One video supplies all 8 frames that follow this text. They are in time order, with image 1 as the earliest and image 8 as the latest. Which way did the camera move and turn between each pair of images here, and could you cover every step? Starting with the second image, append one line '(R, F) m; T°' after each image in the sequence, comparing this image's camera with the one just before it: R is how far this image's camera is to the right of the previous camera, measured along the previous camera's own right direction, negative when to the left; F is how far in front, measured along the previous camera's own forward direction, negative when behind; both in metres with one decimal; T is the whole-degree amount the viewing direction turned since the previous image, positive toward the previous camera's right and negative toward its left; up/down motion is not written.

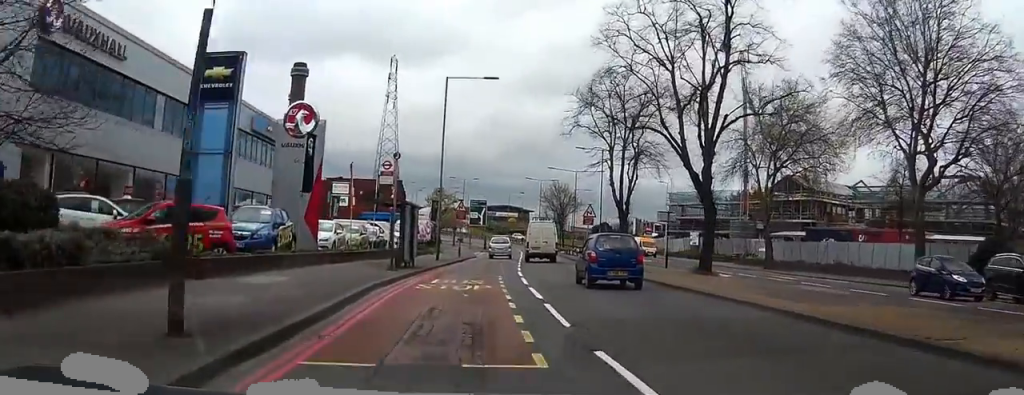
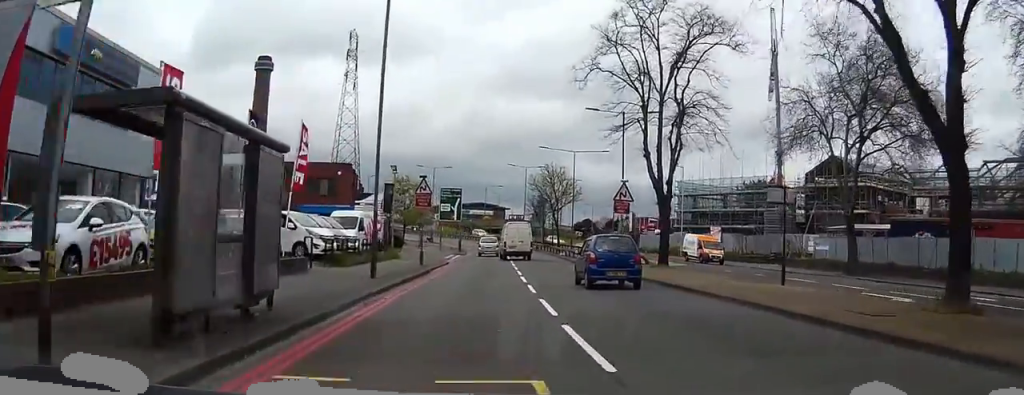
(+0.4, +19.2) m; +2°
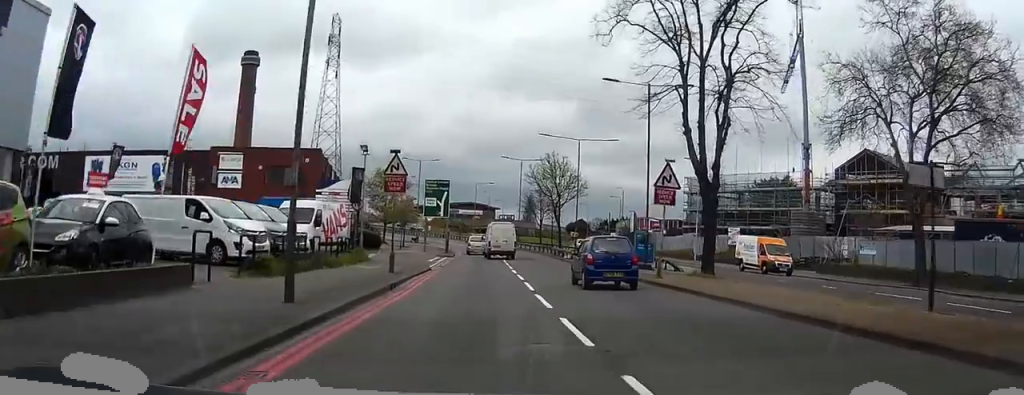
(+0.1, +9.2) m; +1°
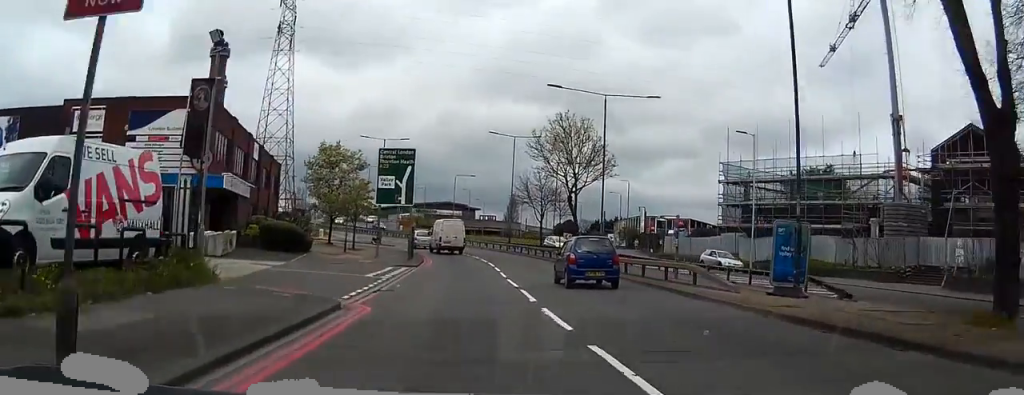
(+0.5, +20.4) m; +1°
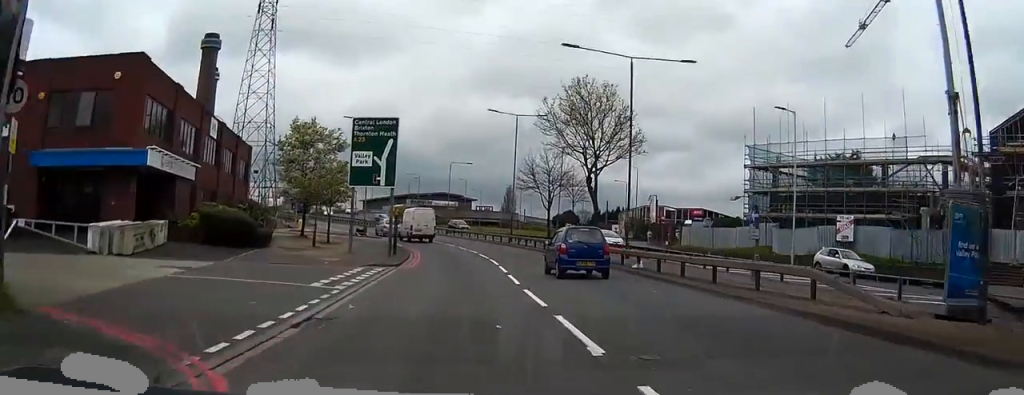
(0.0, +8.3) m; 0°
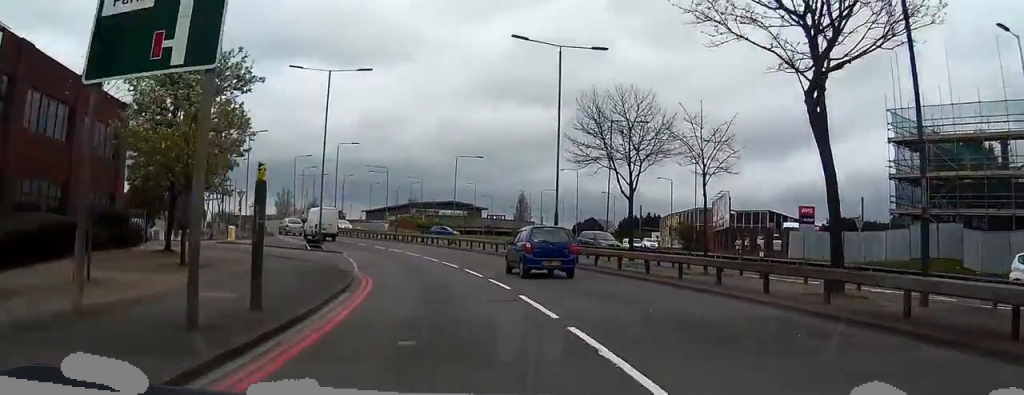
(-0.2, +23.6) m; -4°
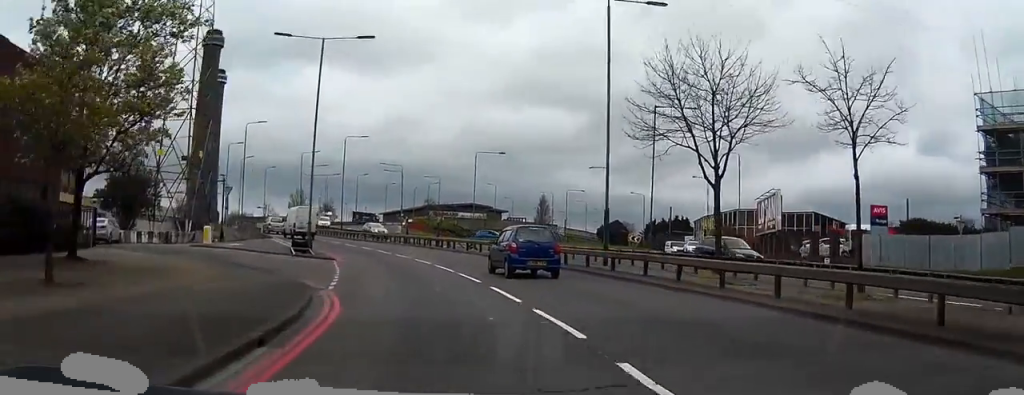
(-0.4, +7.7) m; -2°
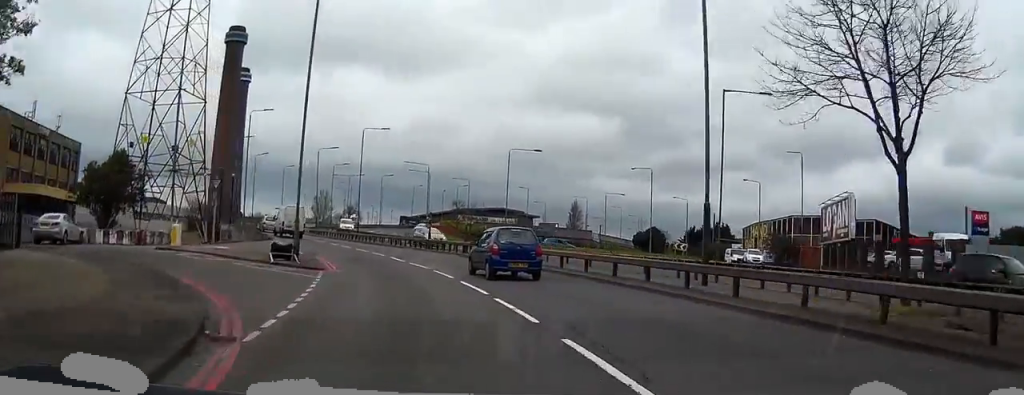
(-0.1, +8.1) m; -3°
